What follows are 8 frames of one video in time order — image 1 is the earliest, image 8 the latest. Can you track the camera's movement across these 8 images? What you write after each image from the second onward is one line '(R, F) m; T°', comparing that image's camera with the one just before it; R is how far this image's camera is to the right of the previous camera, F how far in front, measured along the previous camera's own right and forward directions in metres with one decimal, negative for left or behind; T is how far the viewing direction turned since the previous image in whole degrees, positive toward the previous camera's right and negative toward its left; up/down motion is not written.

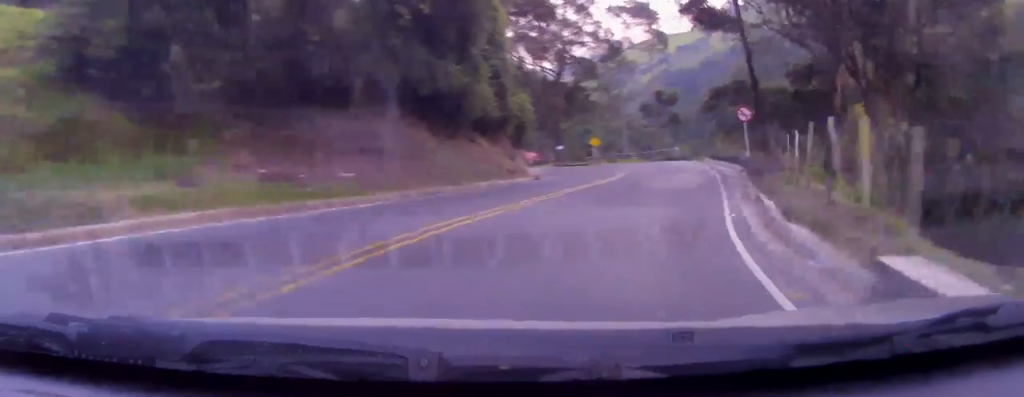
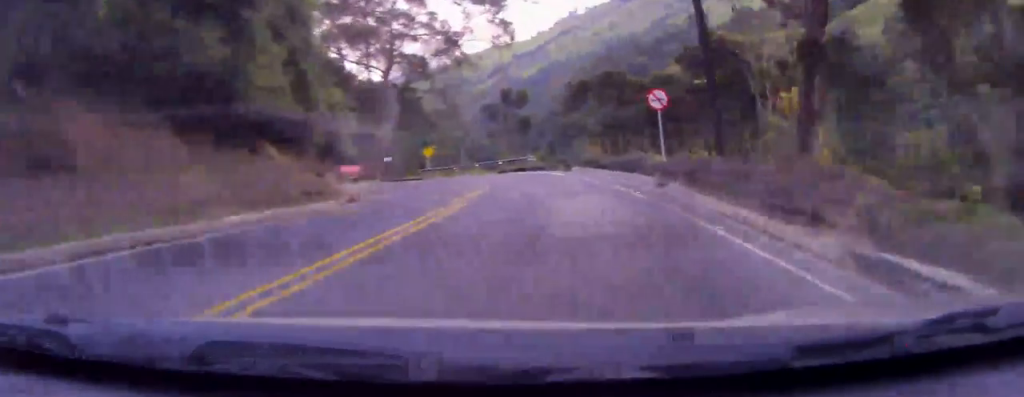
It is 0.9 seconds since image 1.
(+1.7, +11.0) m; +12°
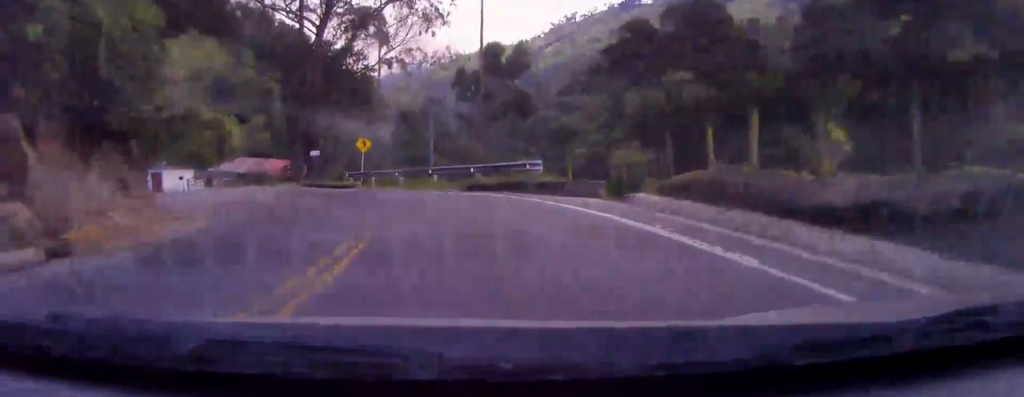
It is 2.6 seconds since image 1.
(+1.3, +22.0) m; +2°
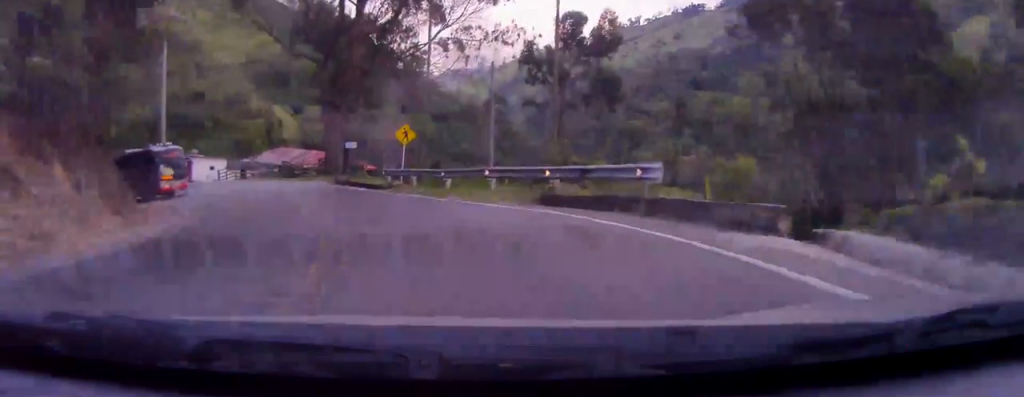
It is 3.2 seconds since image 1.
(0.0, +7.4) m; -3°
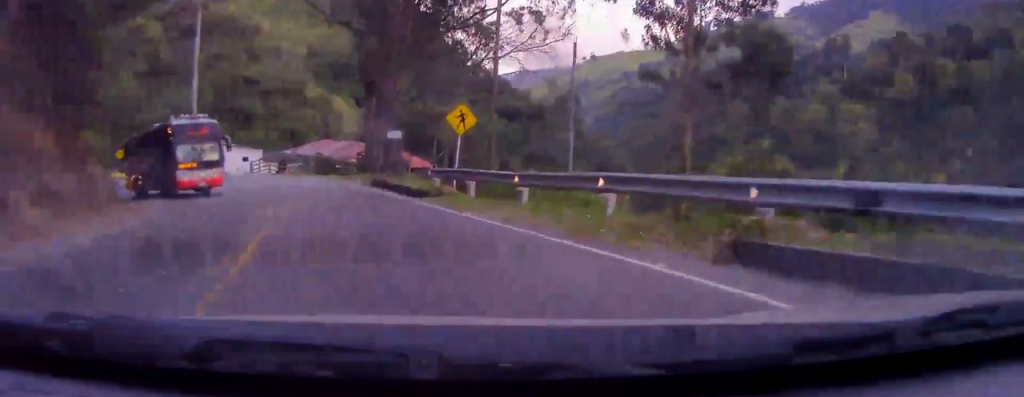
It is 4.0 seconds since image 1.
(-0.3, +8.9) m; -7°
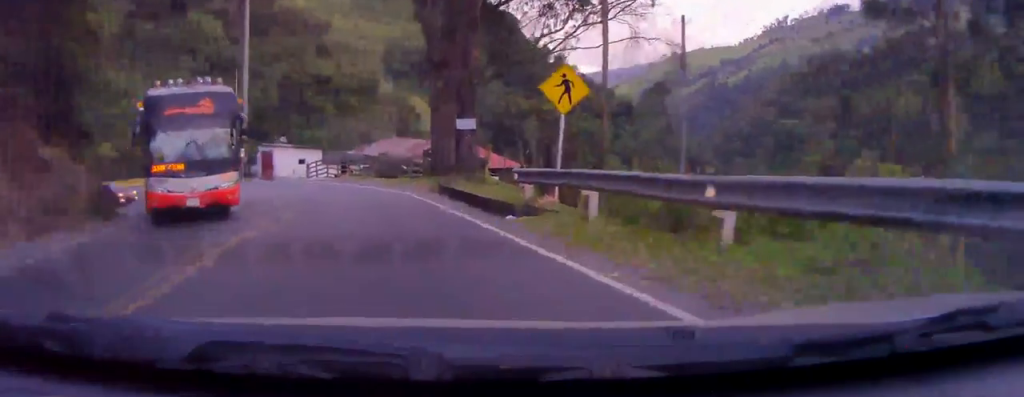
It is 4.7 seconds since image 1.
(-0.3, +7.7) m; -8°
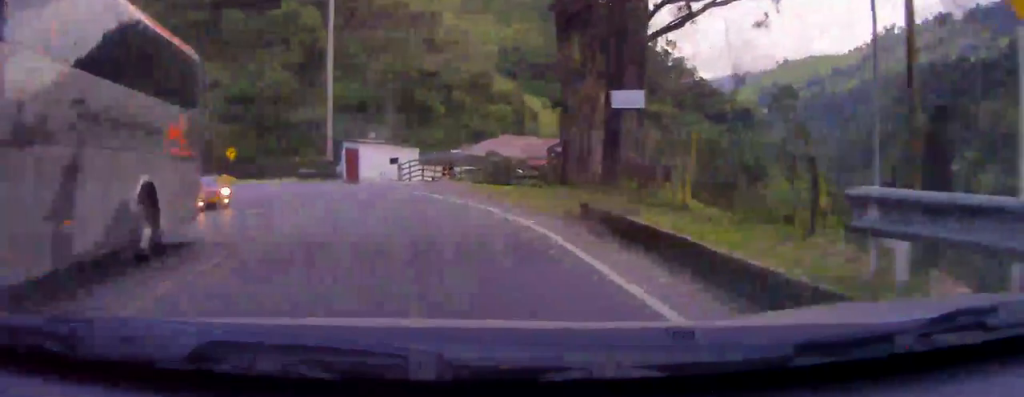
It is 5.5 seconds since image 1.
(-1.1, +9.1) m; -7°
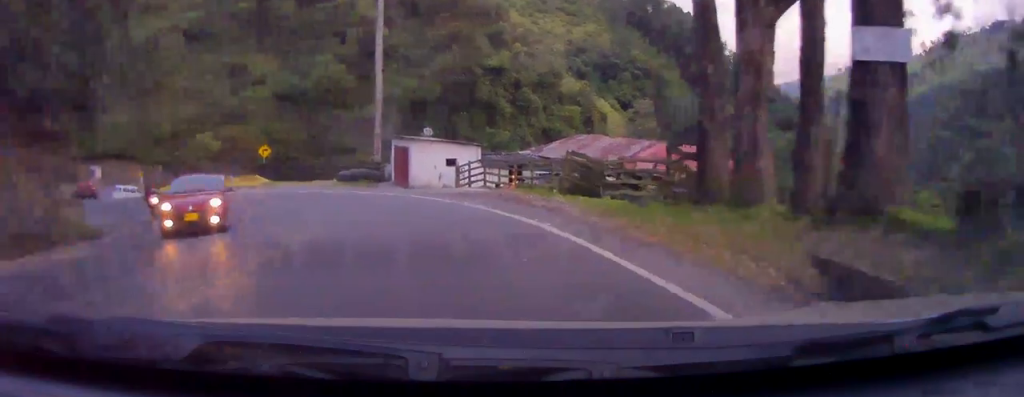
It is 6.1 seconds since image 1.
(0.0, +6.7) m; -5°
